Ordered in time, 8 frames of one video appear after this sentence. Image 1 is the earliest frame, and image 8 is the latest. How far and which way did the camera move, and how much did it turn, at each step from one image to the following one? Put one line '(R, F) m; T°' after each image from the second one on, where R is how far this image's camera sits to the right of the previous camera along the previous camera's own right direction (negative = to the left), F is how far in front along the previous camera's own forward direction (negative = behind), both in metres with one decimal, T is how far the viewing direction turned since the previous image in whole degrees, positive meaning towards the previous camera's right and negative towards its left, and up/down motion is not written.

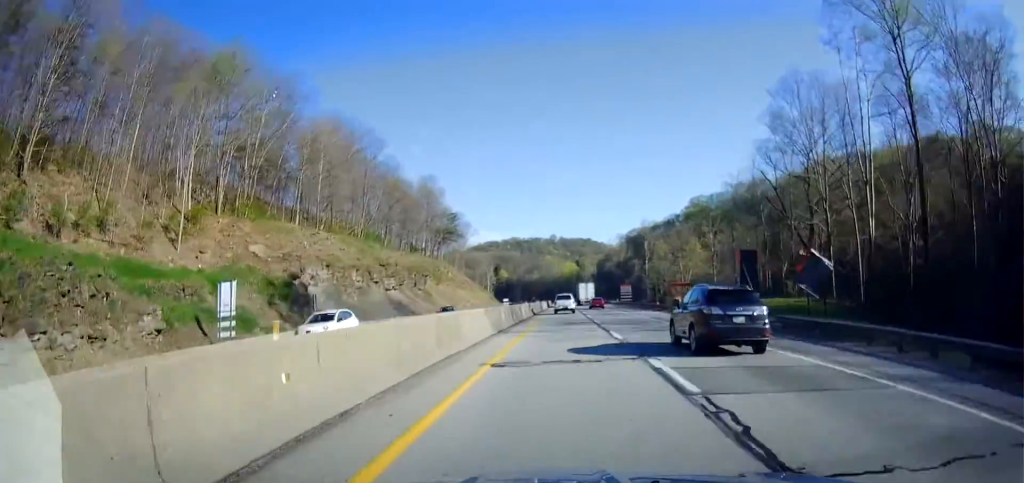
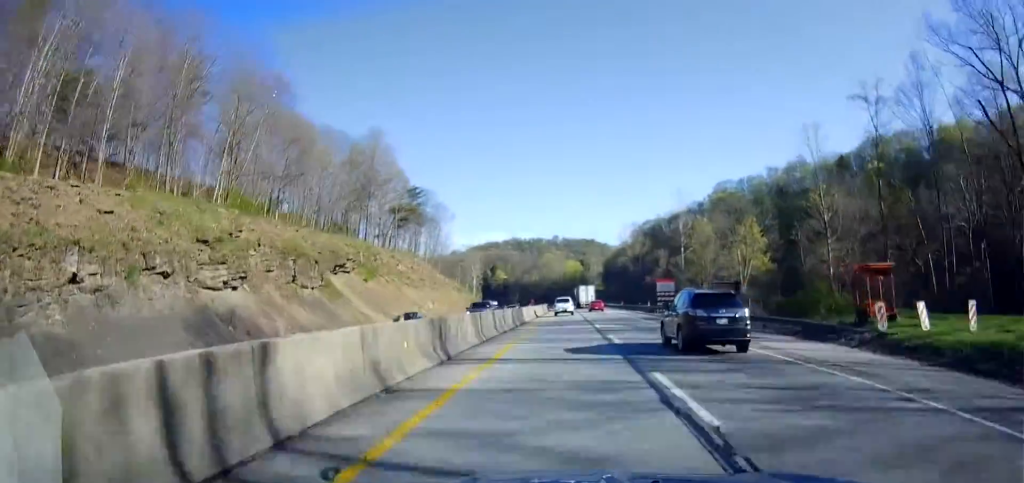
(-0.6, +38.2) m; -1°
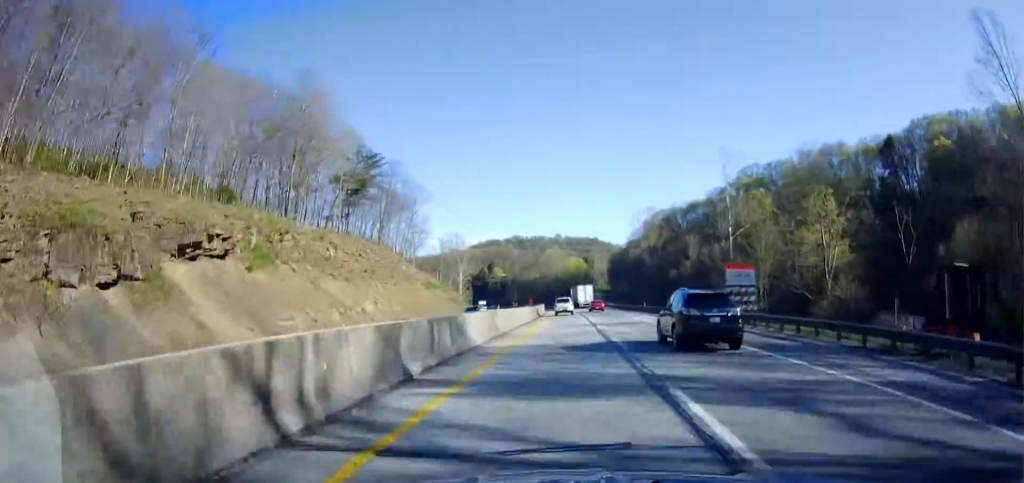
(+0.3, +26.2) m; 0°
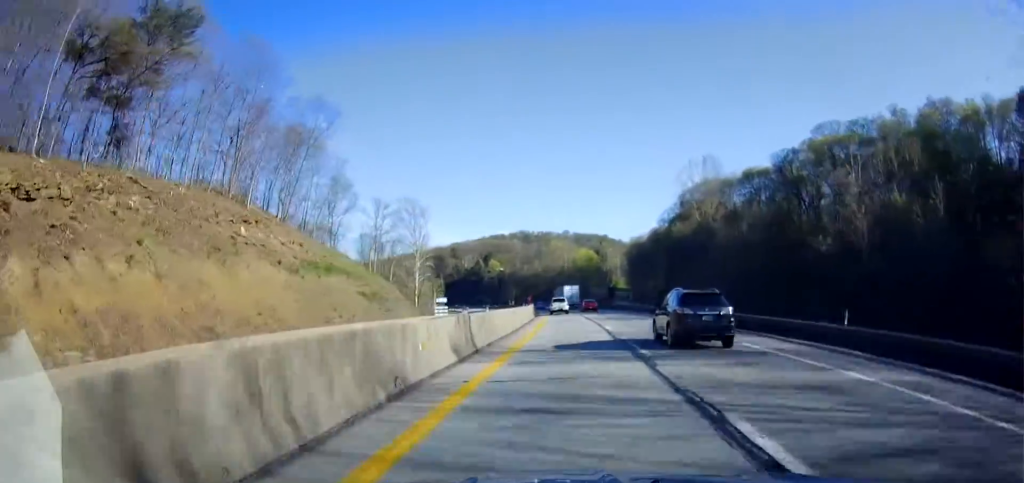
(-0.1, +51.3) m; -1°
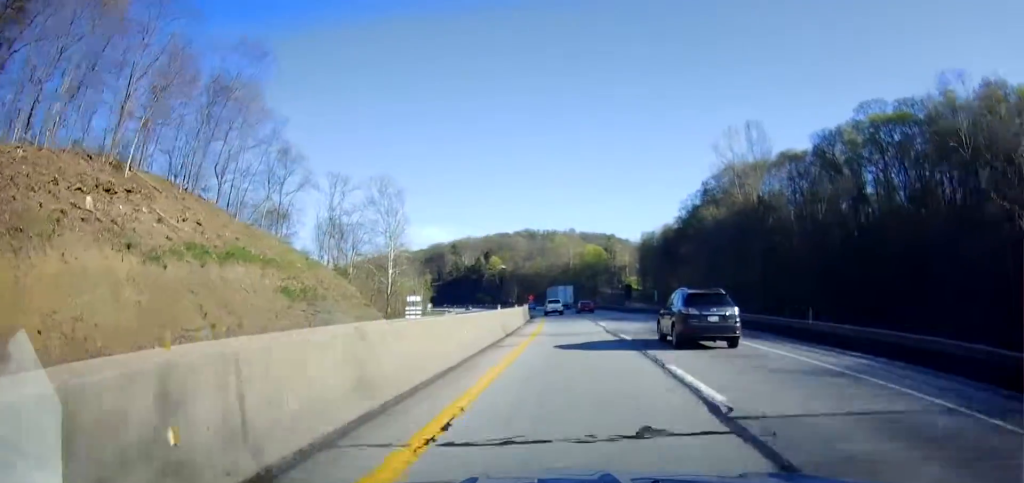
(-0.2, +19.1) m; -1°
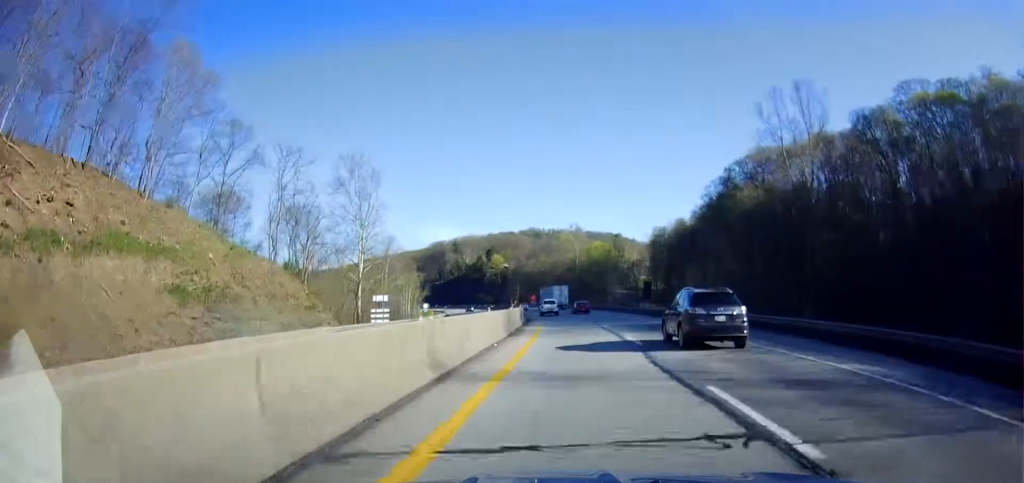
(-0.3, +14.5) m; 0°
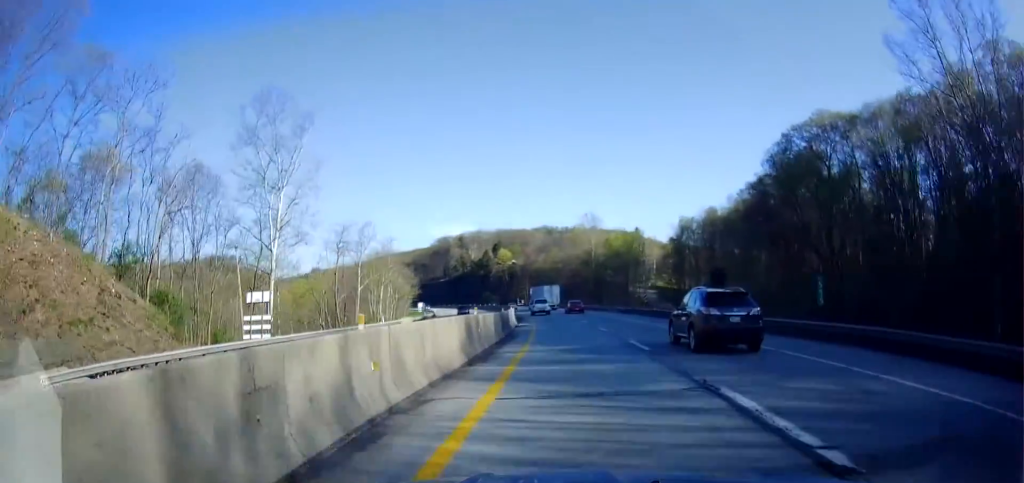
(+0.4, +25.5) m; -1°
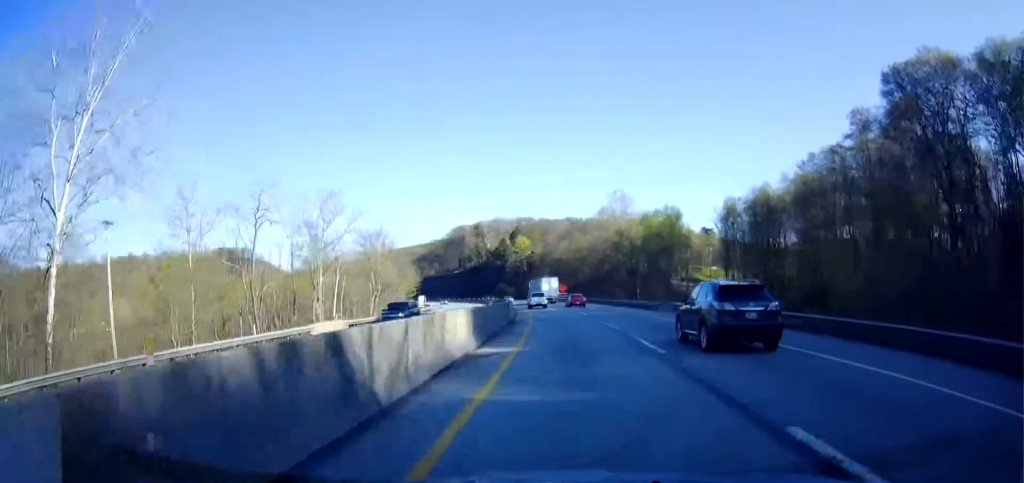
(-0.5, +26.9) m; -2°
